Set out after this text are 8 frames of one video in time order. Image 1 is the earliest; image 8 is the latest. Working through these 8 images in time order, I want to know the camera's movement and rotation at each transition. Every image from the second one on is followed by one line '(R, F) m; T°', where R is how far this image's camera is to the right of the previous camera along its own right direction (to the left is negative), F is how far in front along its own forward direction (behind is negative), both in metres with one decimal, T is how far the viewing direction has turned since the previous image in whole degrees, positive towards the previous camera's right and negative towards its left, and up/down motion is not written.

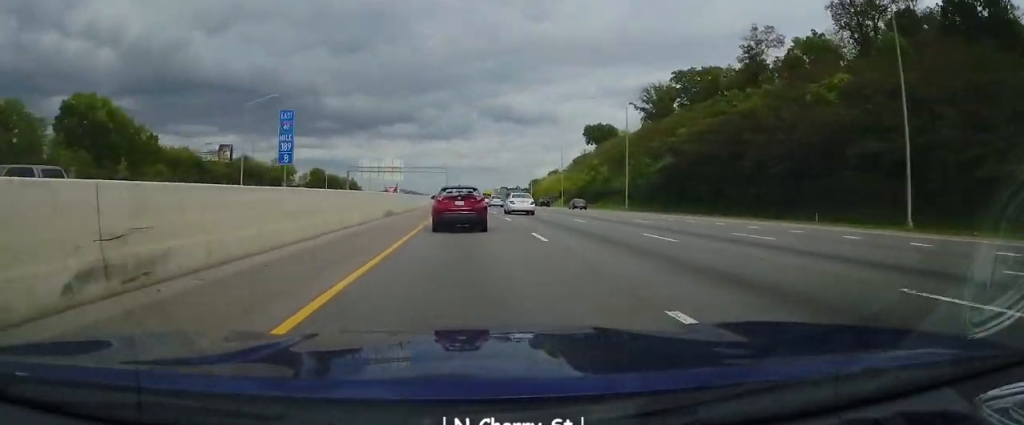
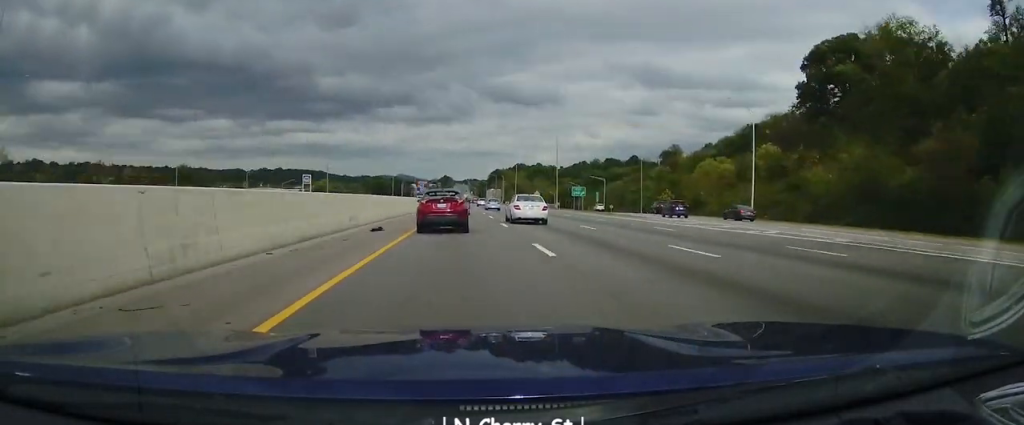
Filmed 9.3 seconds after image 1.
(+0.3, +262.0) m; 0°
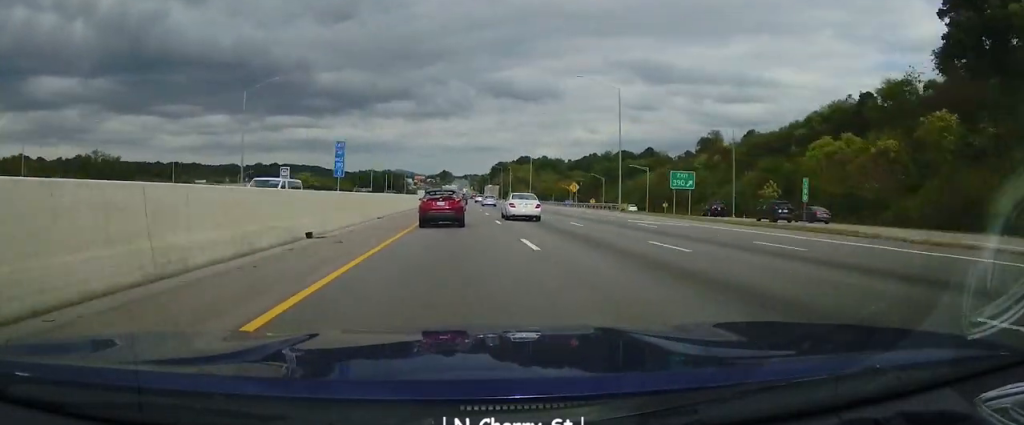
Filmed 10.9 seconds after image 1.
(+0.2, +50.2) m; 0°
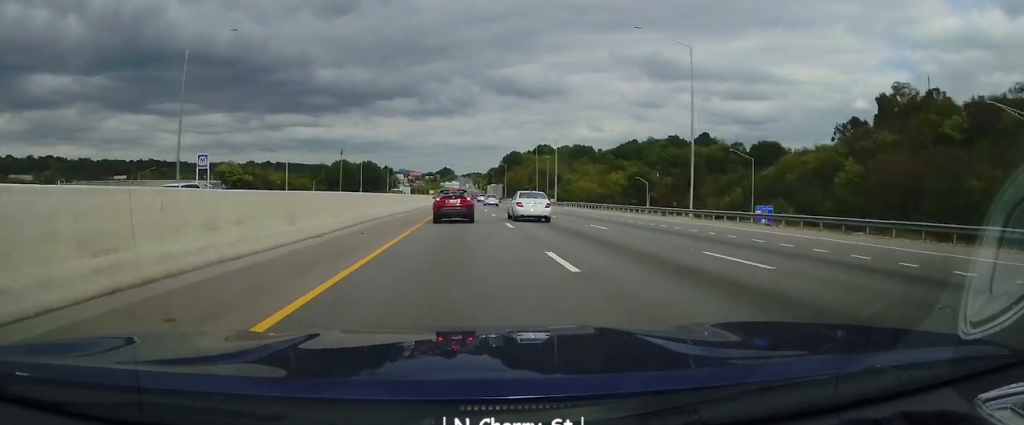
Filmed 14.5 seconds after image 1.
(+0.3, +115.7) m; 0°
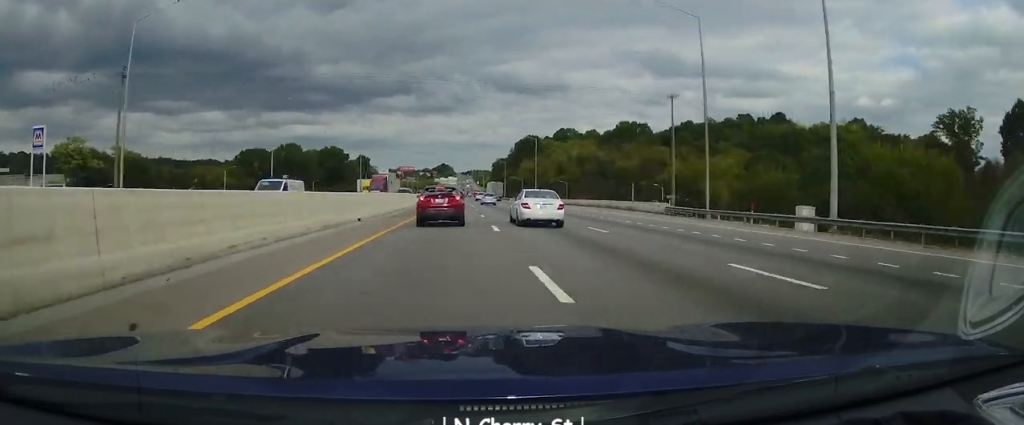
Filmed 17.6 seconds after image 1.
(0.0, +103.6) m; 0°
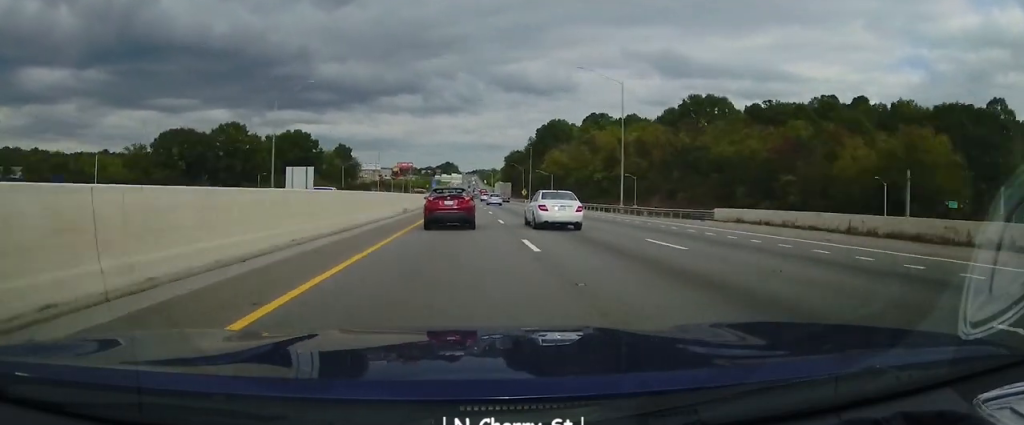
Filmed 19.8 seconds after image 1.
(-0.3, +77.4) m; 0°
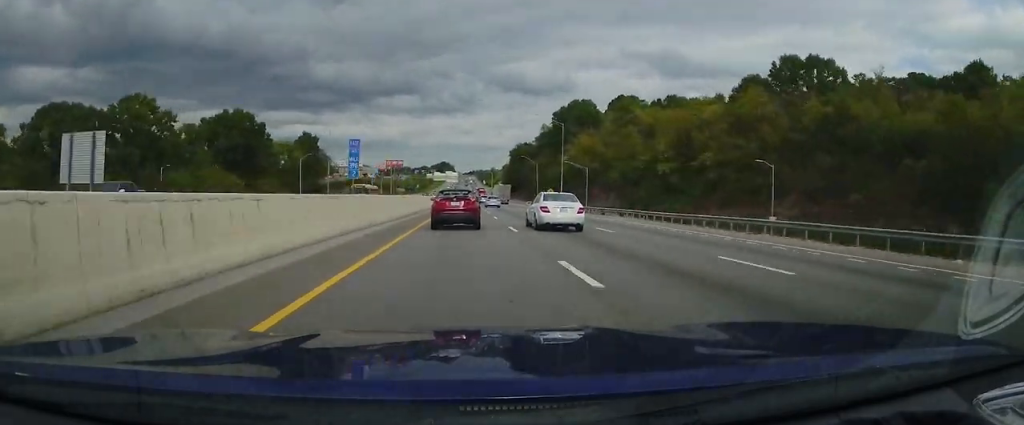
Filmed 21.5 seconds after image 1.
(-0.2, +64.9) m; 0°
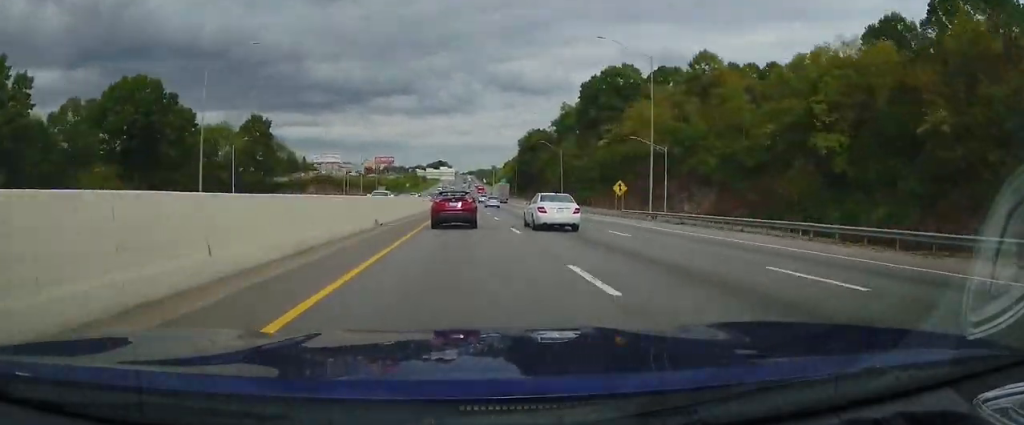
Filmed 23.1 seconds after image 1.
(+0.4, +73.0) m; 0°
